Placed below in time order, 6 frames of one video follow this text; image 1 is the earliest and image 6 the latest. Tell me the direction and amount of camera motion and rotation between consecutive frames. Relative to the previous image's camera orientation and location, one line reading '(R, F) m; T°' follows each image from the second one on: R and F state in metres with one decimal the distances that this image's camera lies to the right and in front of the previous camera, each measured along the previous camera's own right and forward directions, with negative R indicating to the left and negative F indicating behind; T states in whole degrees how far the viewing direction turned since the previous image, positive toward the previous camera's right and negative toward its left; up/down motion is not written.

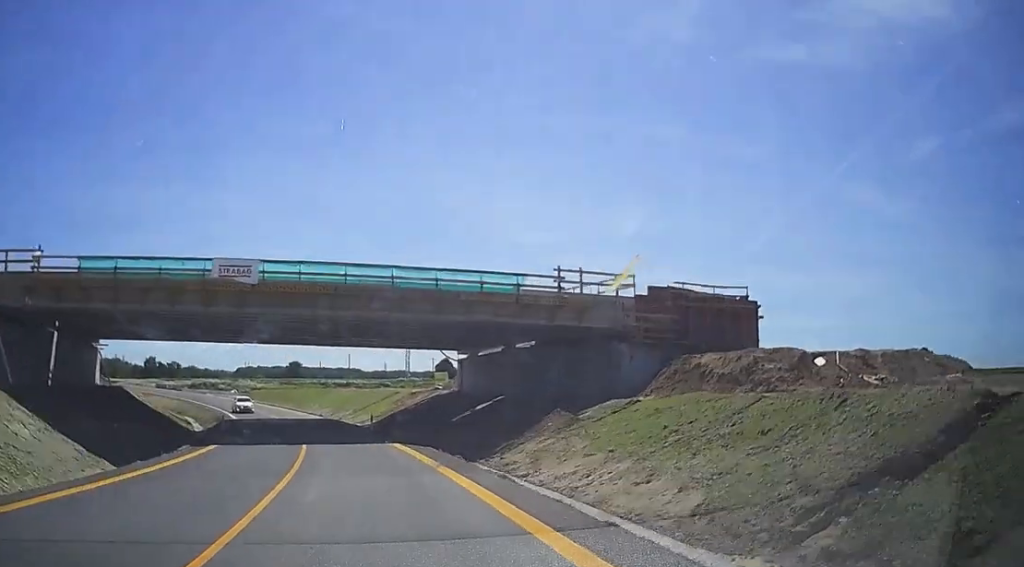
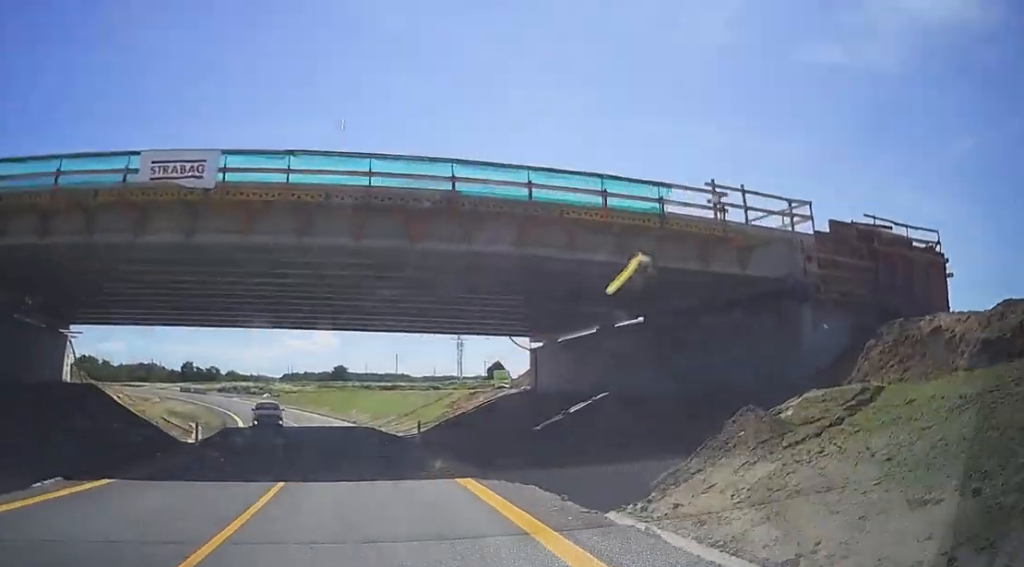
(0.0, +13.2) m; 0°
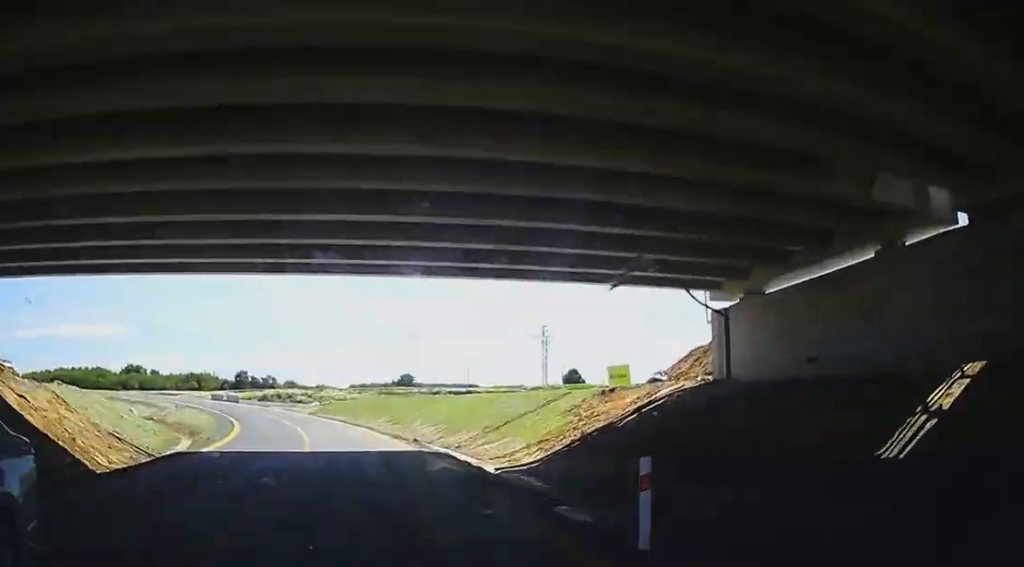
(0.0, +19.6) m; -3°
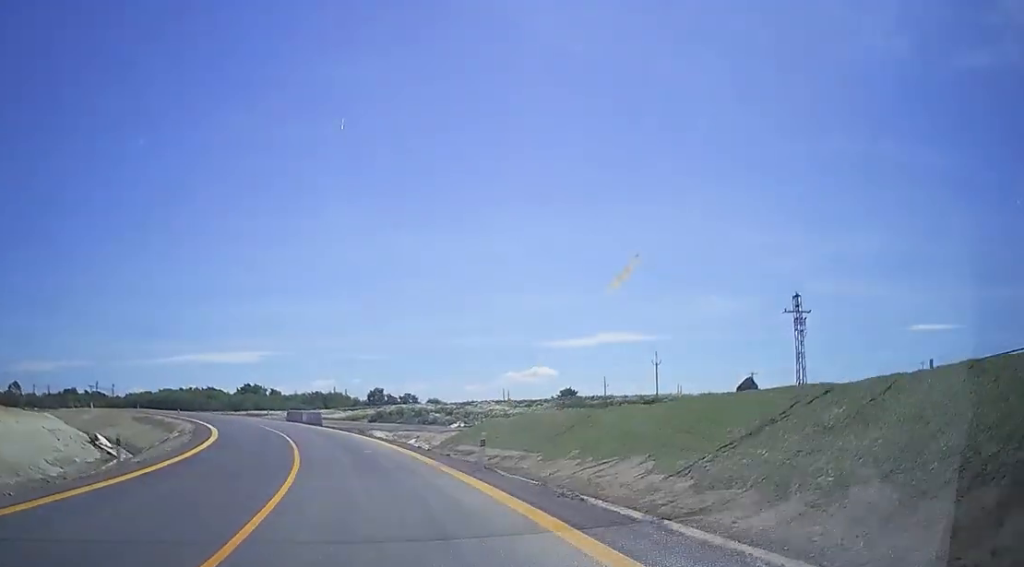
(-4.6, +39.9) m; -15°
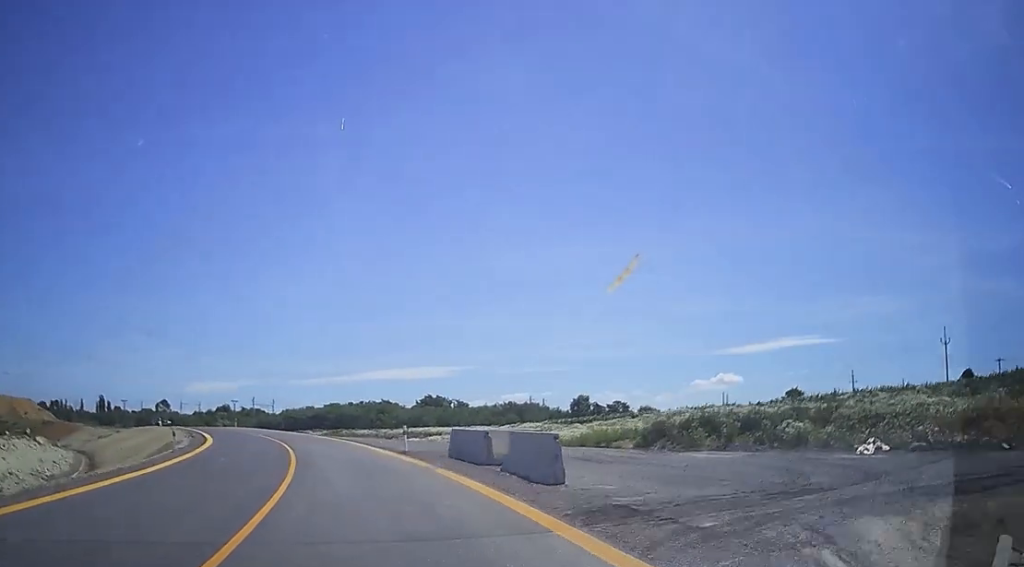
(-6.8, +39.2) m; -20°
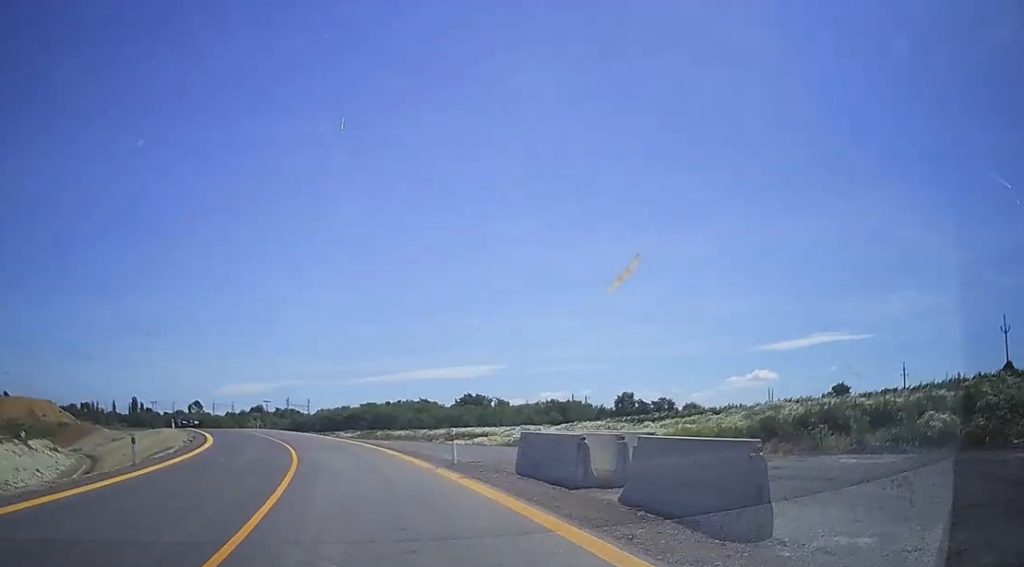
(+0.6, +7.5) m; -4°
